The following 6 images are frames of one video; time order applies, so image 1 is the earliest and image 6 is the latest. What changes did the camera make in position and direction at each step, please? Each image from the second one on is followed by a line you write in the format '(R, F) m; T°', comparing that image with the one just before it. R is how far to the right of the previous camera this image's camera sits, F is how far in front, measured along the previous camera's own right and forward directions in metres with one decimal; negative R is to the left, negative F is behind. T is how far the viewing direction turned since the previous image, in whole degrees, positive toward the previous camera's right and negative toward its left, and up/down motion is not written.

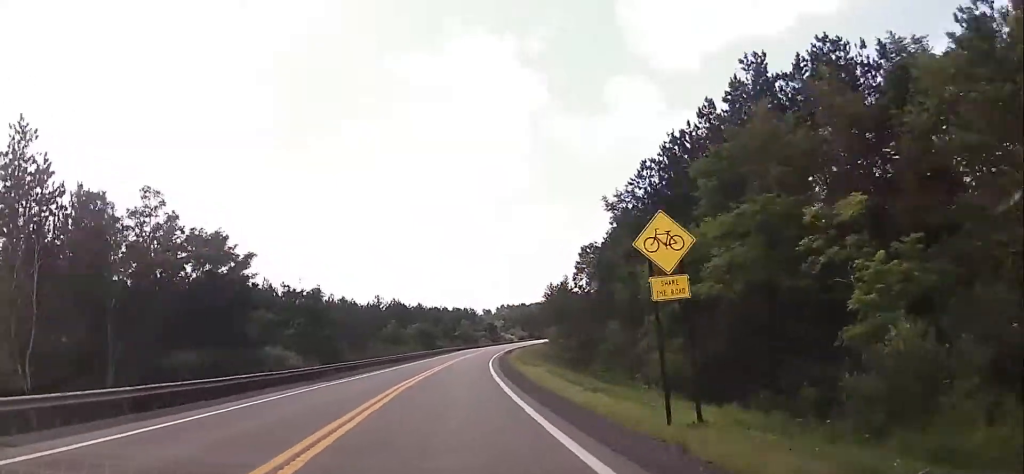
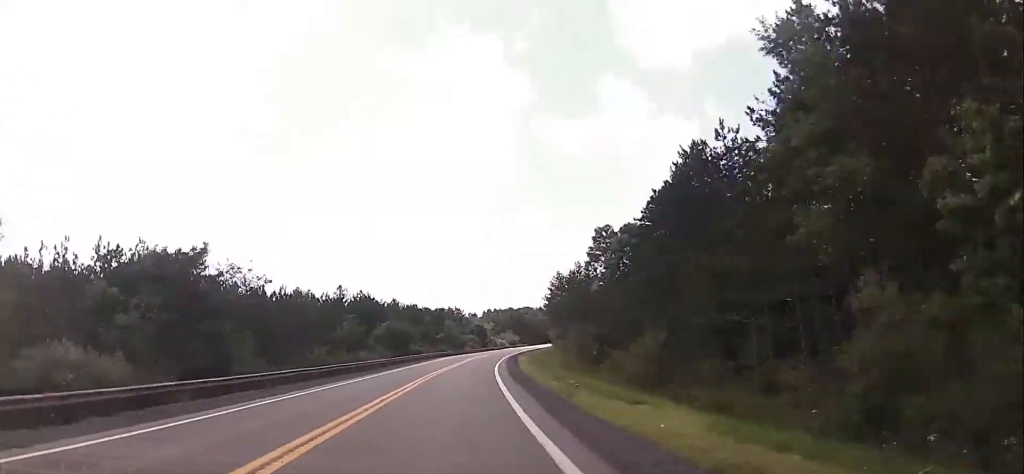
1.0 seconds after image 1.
(+0.5, +27.5) m; +2°
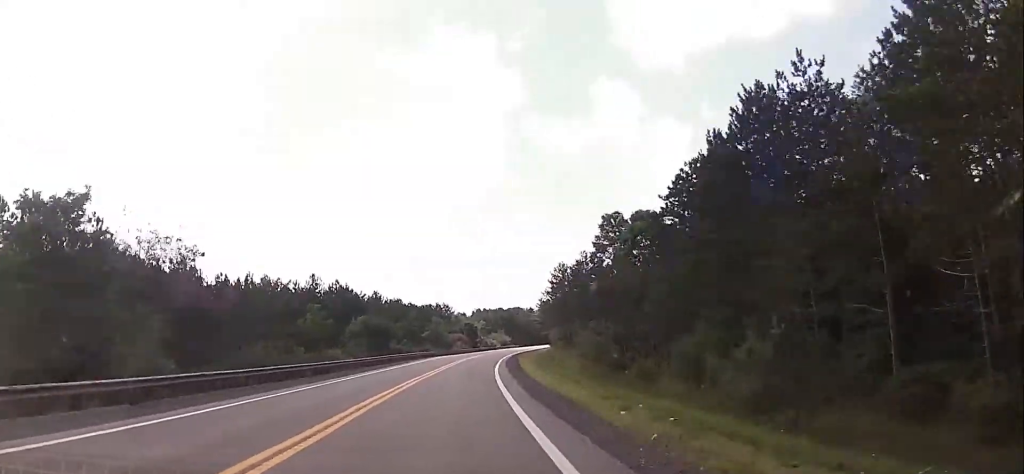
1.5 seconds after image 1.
(+0.1, +12.8) m; +1°
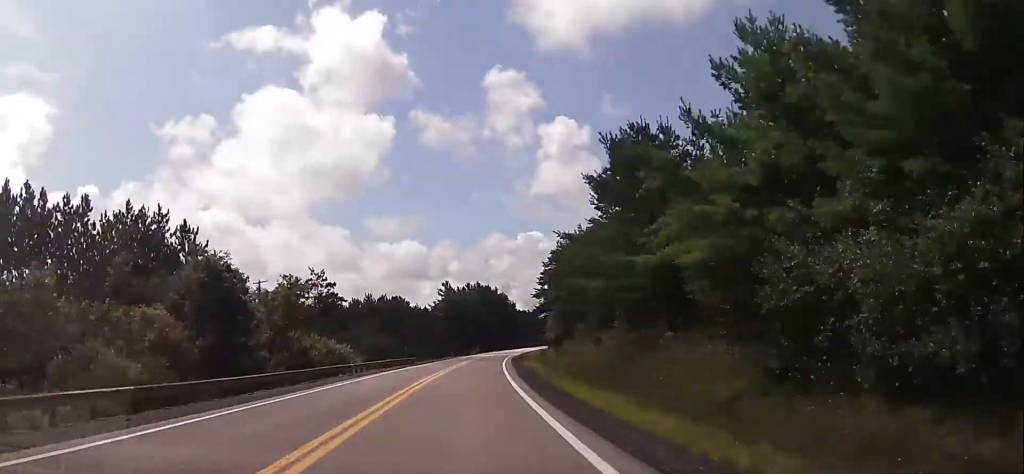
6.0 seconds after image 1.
(+8.7, +121.8) m; +9°
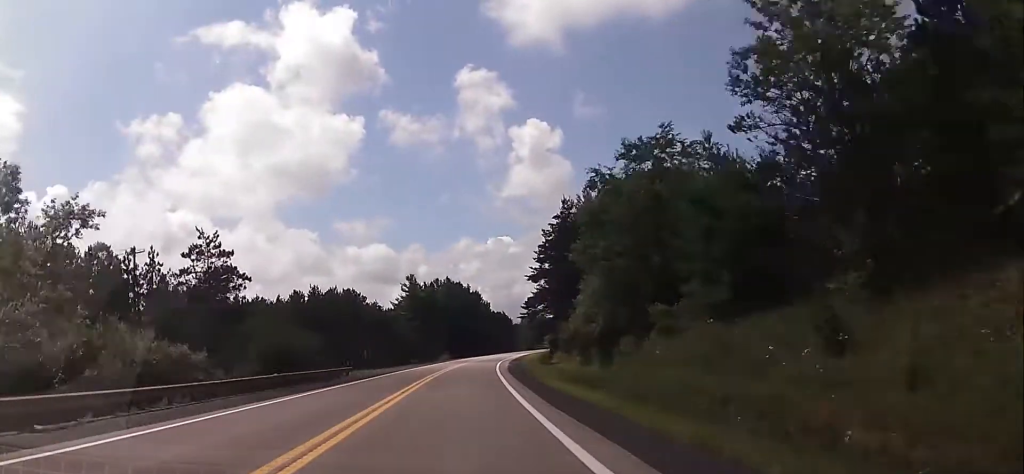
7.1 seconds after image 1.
(+1.1, +30.9) m; +3°
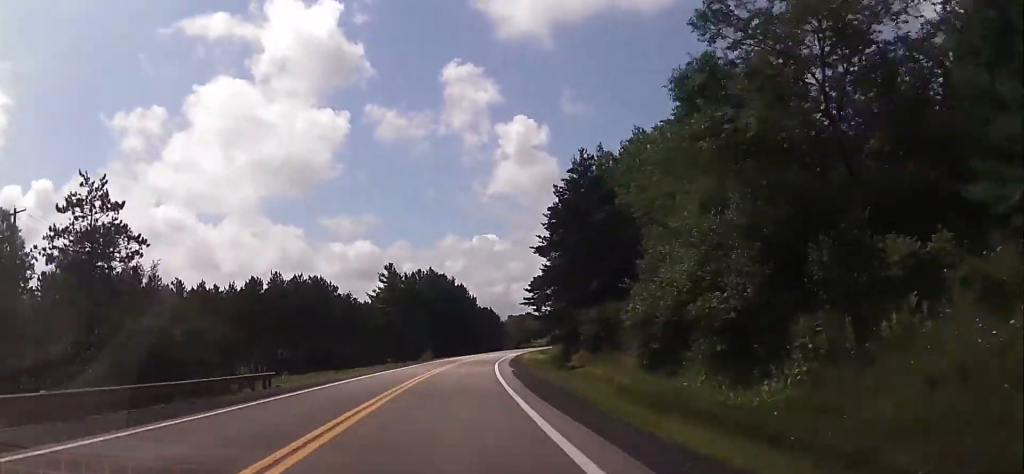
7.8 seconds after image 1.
(+0.1, +18.3) m; +1°
